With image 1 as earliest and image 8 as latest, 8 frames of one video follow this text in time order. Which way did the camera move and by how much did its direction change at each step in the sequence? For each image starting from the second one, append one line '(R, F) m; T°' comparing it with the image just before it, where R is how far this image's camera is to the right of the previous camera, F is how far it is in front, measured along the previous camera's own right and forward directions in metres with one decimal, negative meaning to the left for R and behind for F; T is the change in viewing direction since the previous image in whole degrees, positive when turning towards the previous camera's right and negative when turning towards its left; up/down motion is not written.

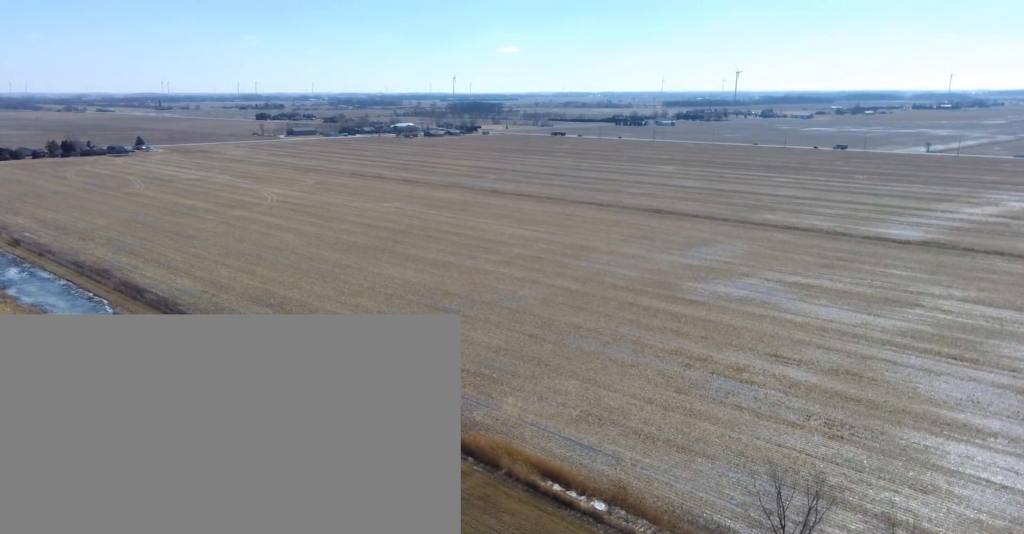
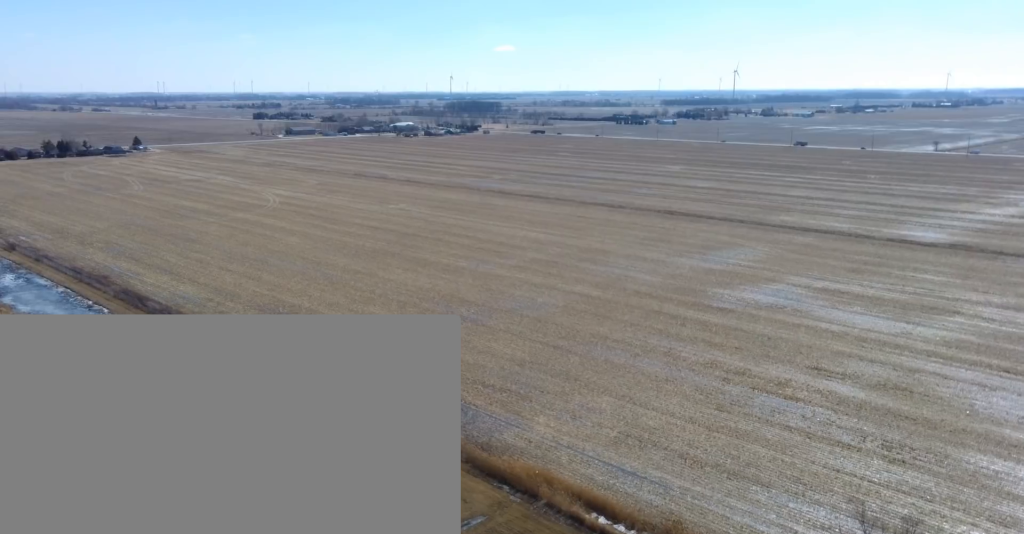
(0.0, +12.3) m; +1°
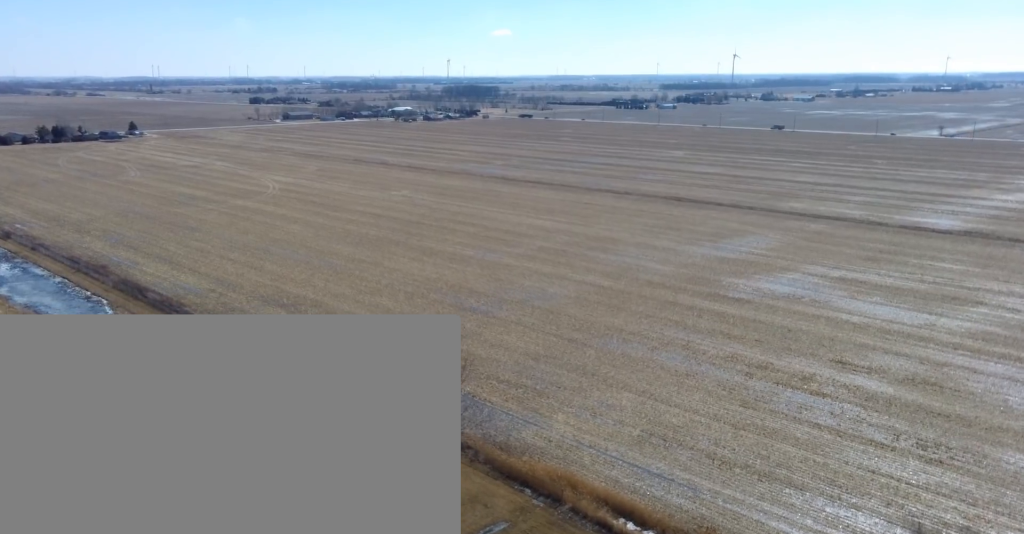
(+0.1, +6.3) m; 0°
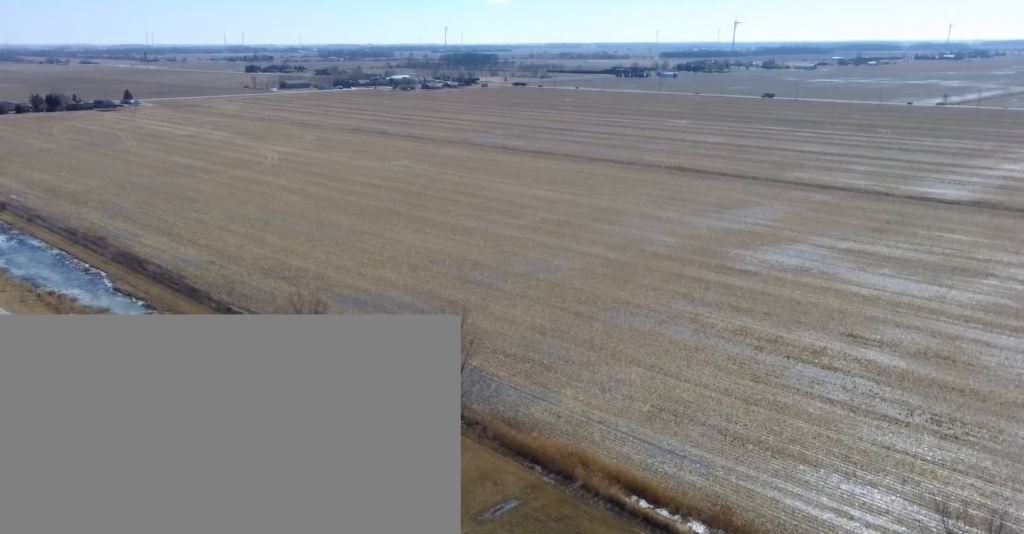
(0.0, +2.9) m; 0°
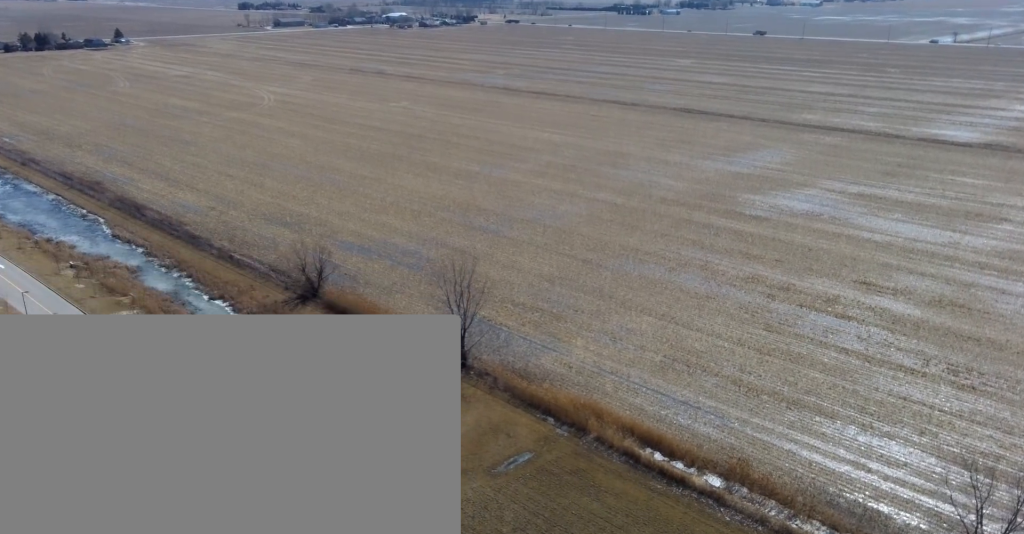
(0.0, +3.2) m; 0°
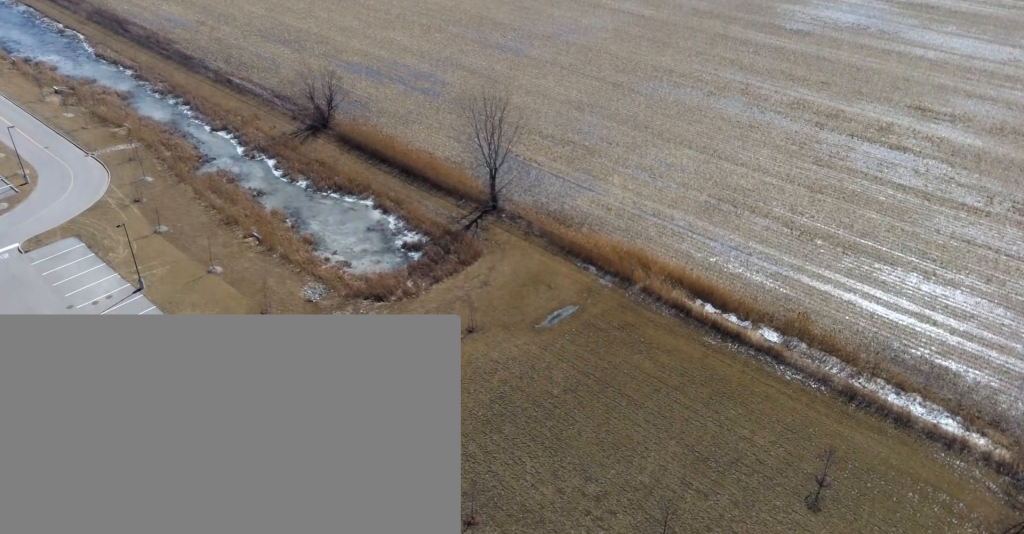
(-0.1, +9.5) m; -1°
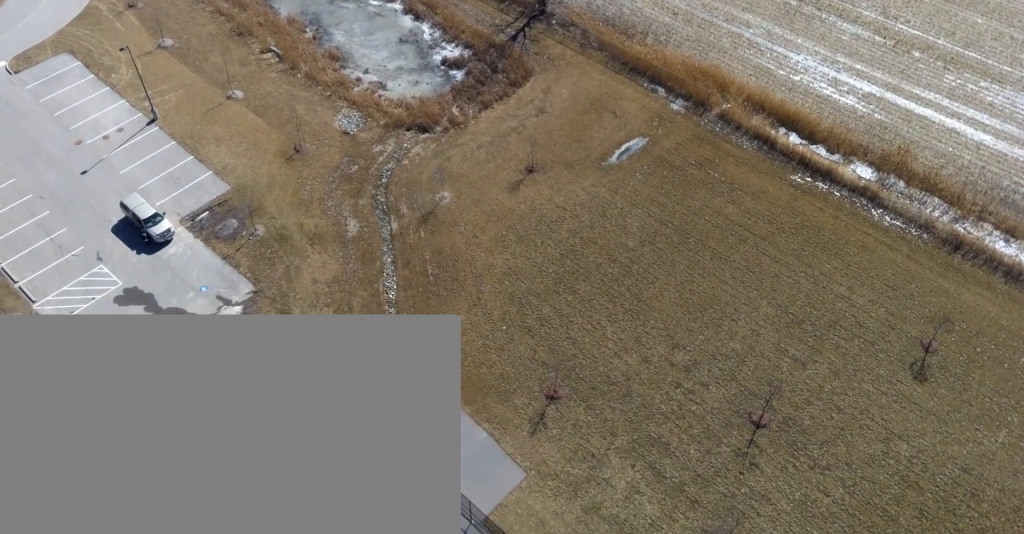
(-0.1, +11.1) m; 0°
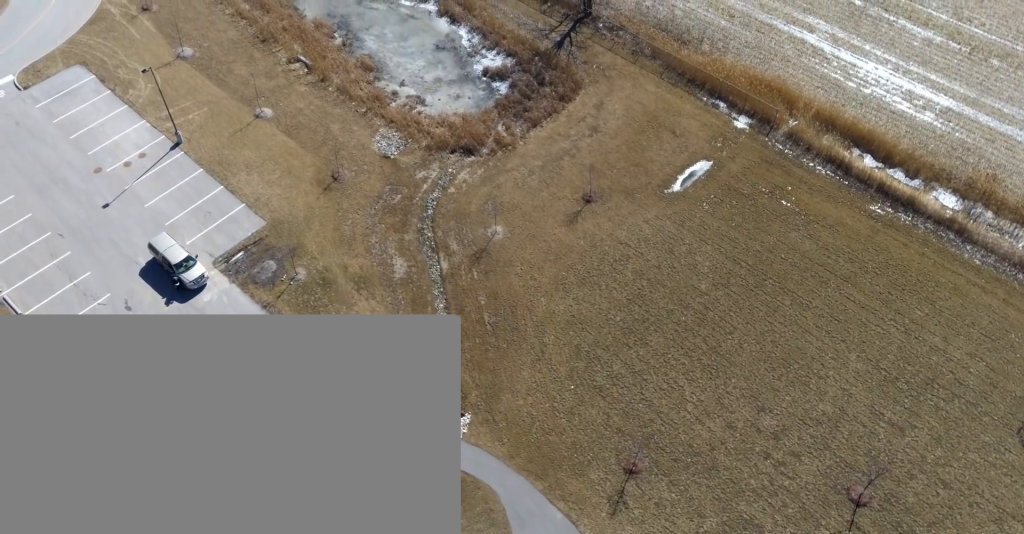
(+0.1, +9.0) m; +1°
